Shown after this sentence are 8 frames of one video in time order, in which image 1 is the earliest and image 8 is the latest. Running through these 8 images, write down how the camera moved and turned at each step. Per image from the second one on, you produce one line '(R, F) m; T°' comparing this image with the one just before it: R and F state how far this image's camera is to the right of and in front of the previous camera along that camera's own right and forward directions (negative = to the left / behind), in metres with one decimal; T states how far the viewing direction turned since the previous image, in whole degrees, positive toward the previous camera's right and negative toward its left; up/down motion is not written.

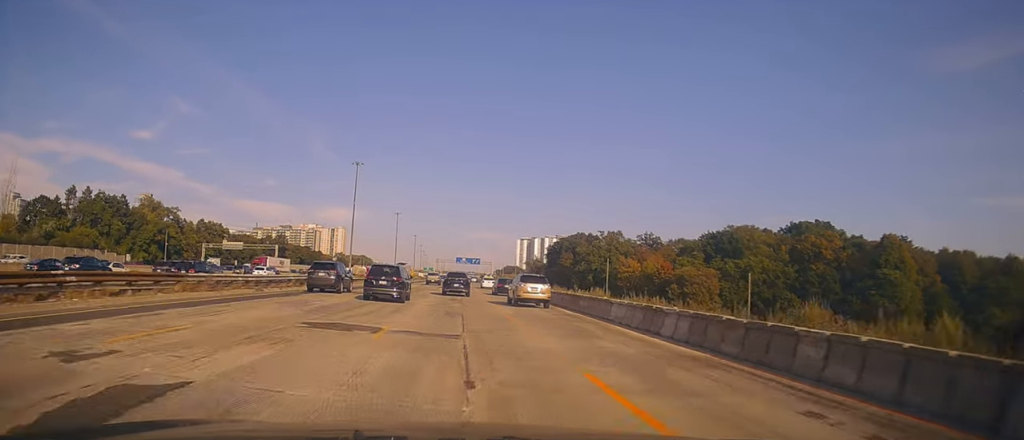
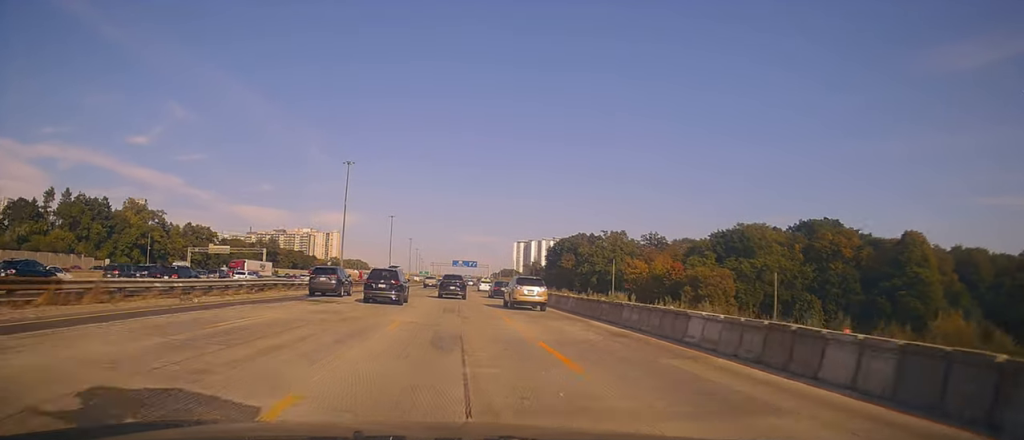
(+0.2, +8.3) m; +1°
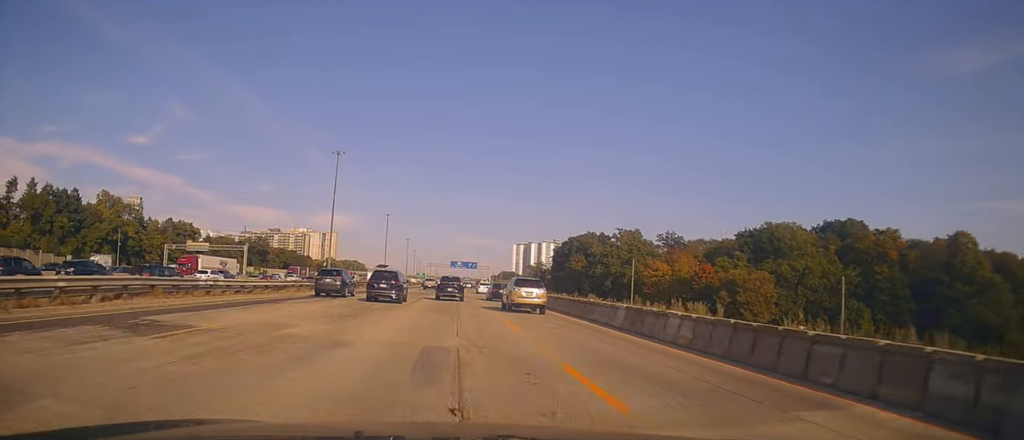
(+0.2, +15.2) m; +1°
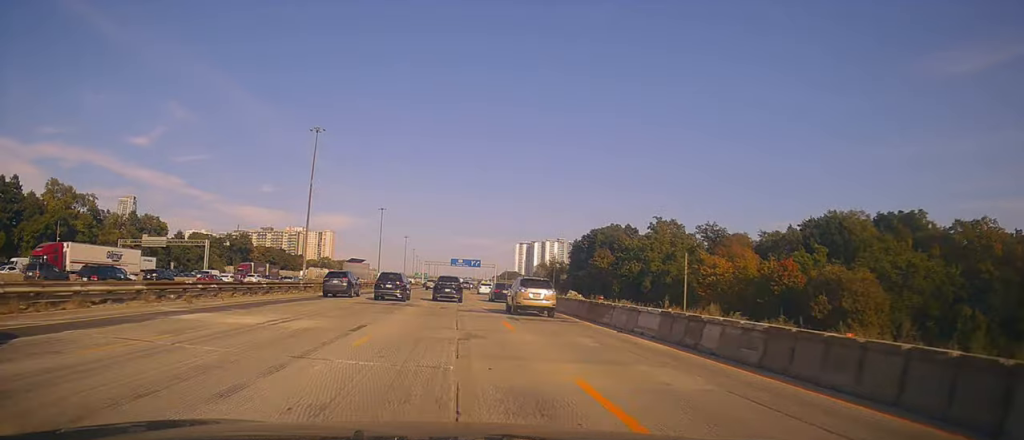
(+0.5, +26.0) m; +1°
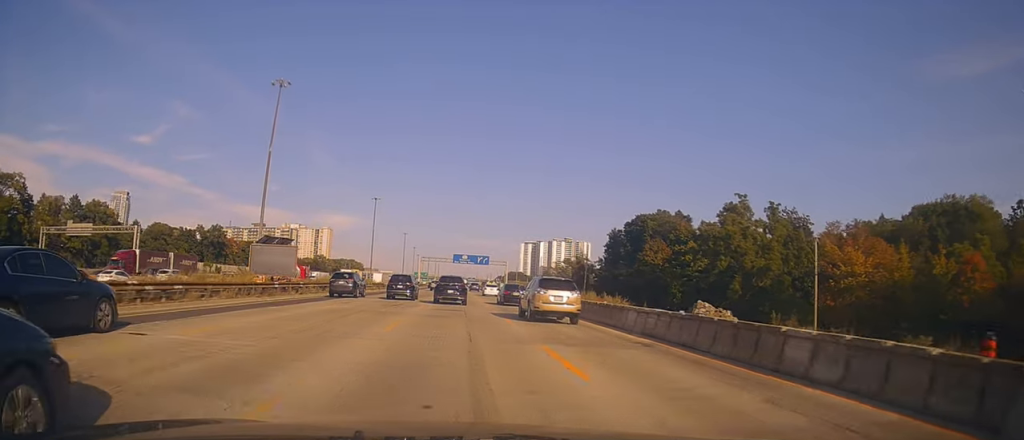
(-0.5, +32.7) m; -2°
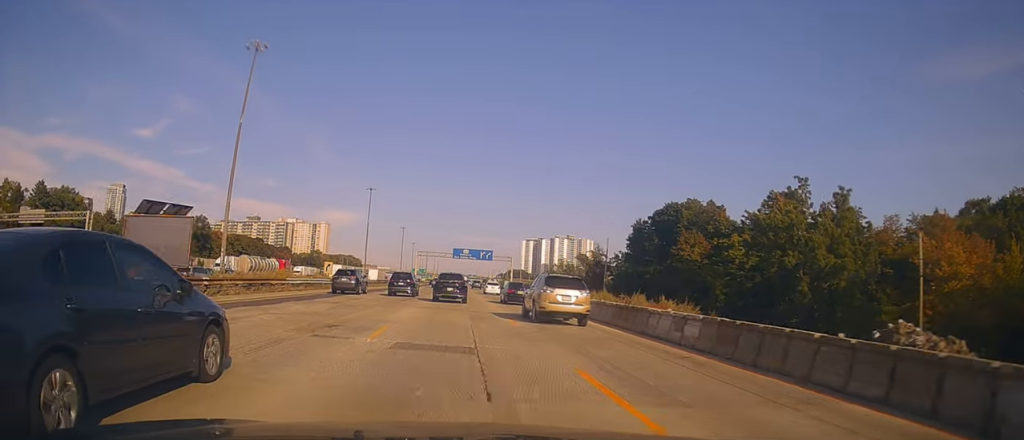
(0.0, +15.3) m; 0°
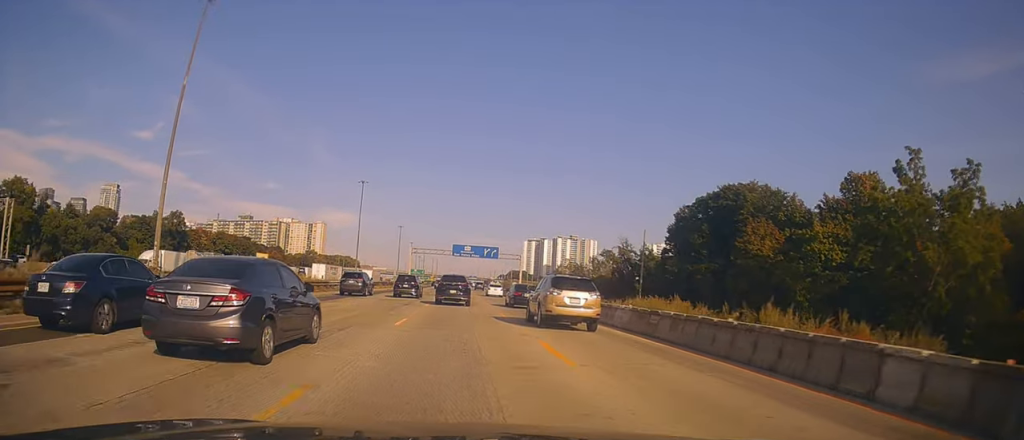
(0.0, +20.1) m; +1°
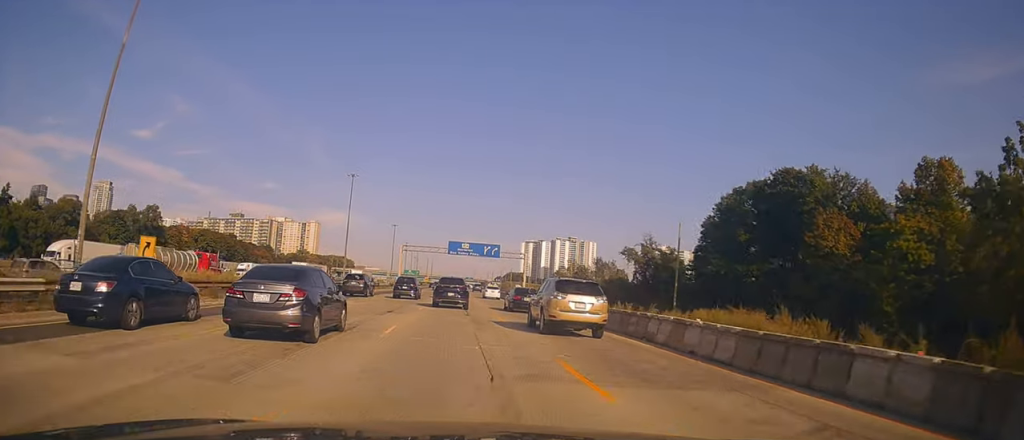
(0.0, +14.6) m; +1°
